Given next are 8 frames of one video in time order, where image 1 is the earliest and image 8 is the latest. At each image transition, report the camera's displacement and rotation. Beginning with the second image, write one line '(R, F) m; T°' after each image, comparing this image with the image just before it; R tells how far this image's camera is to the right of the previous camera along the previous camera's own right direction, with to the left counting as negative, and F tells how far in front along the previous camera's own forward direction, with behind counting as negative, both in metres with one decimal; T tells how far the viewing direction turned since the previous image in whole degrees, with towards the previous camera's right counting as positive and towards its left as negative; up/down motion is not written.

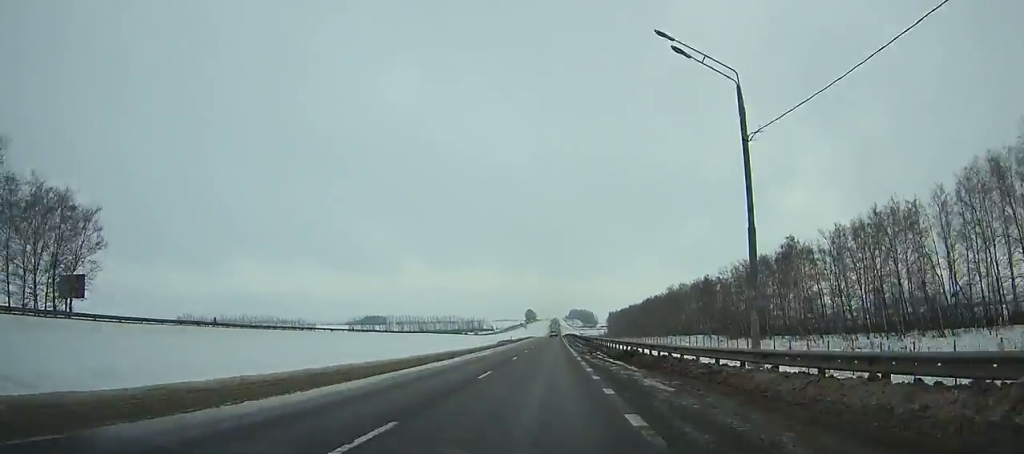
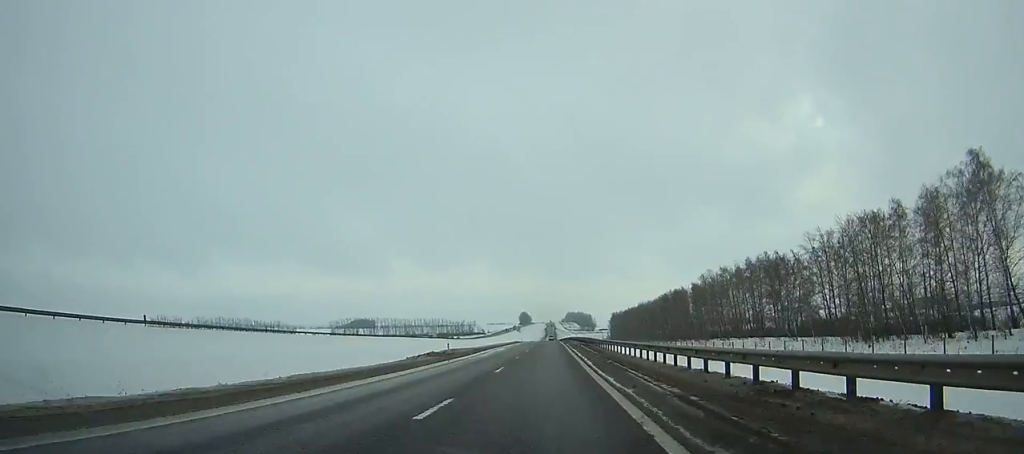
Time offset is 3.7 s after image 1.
(+0.7, +59.8) m; +1°
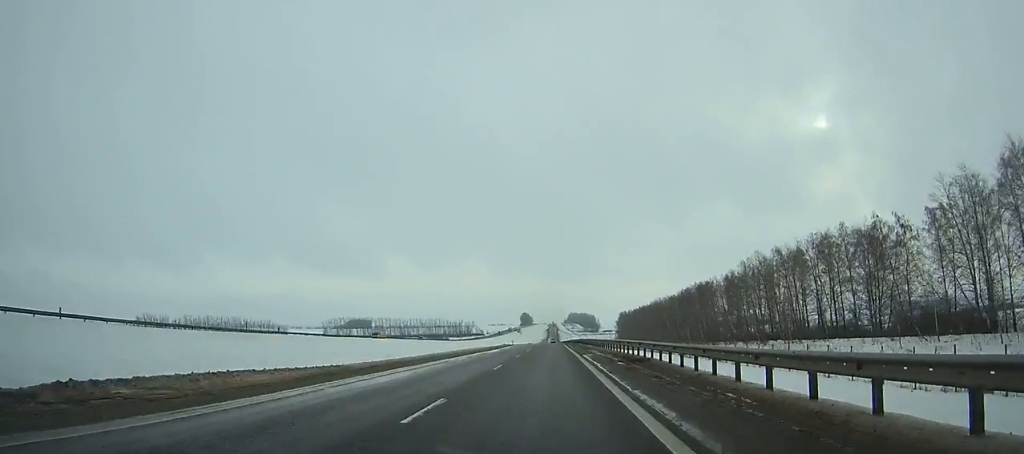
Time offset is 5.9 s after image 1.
(-0.2, +36.8) m; 0°
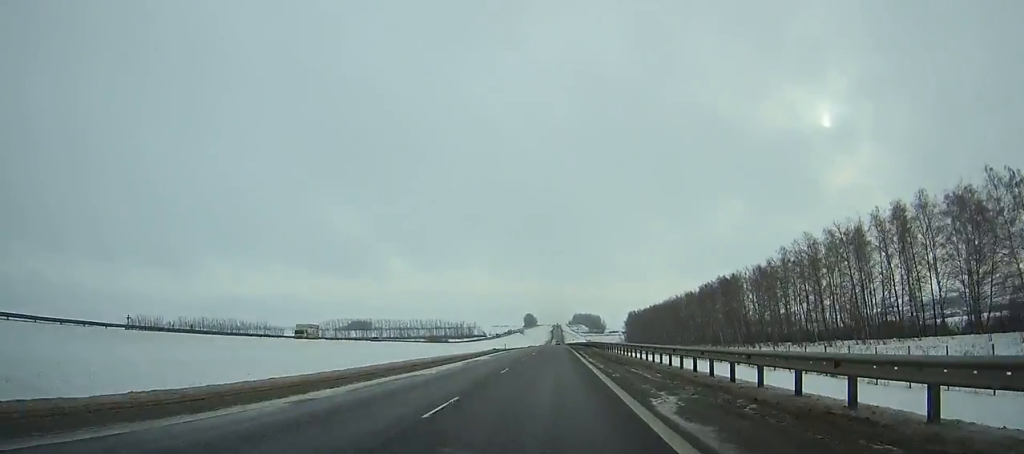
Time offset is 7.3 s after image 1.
(0.0, +23.7) m; 0°
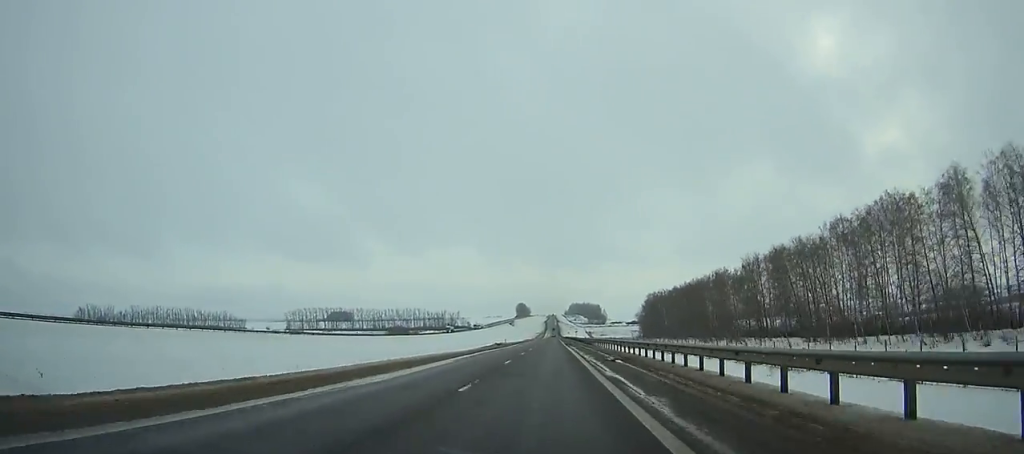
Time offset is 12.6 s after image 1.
(-0.2, +92.0) m; 0°
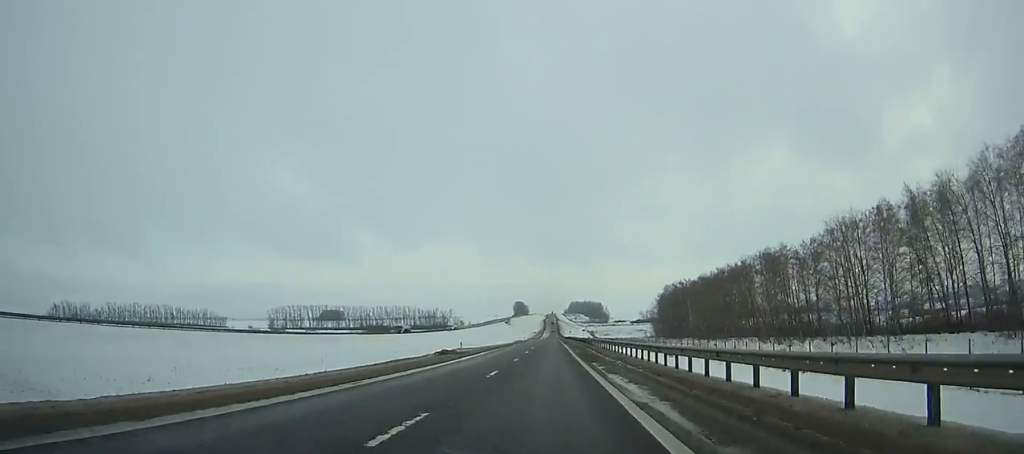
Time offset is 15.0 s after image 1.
(0.0, +42.3) m; 0°
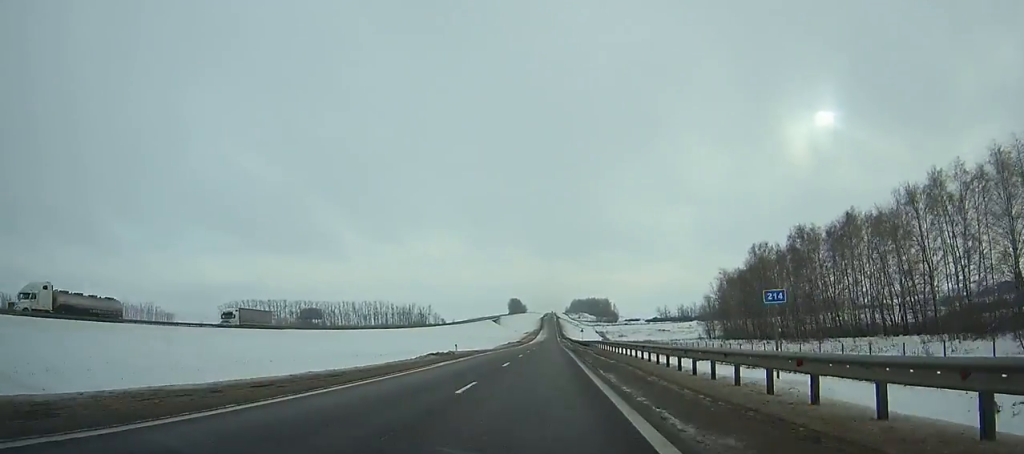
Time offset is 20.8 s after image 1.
(+0.3, +103.8) m; 0°
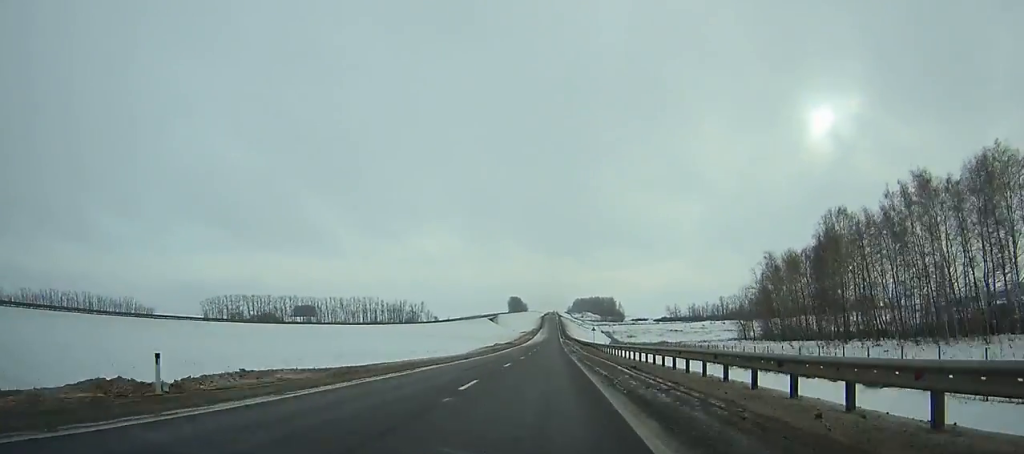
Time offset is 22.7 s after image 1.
(0.0, +34.9) m; 0°
